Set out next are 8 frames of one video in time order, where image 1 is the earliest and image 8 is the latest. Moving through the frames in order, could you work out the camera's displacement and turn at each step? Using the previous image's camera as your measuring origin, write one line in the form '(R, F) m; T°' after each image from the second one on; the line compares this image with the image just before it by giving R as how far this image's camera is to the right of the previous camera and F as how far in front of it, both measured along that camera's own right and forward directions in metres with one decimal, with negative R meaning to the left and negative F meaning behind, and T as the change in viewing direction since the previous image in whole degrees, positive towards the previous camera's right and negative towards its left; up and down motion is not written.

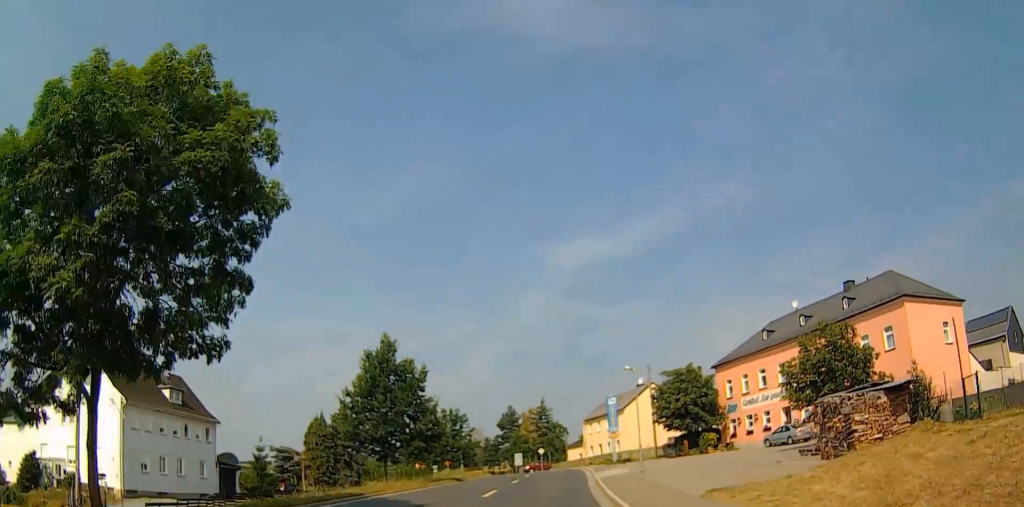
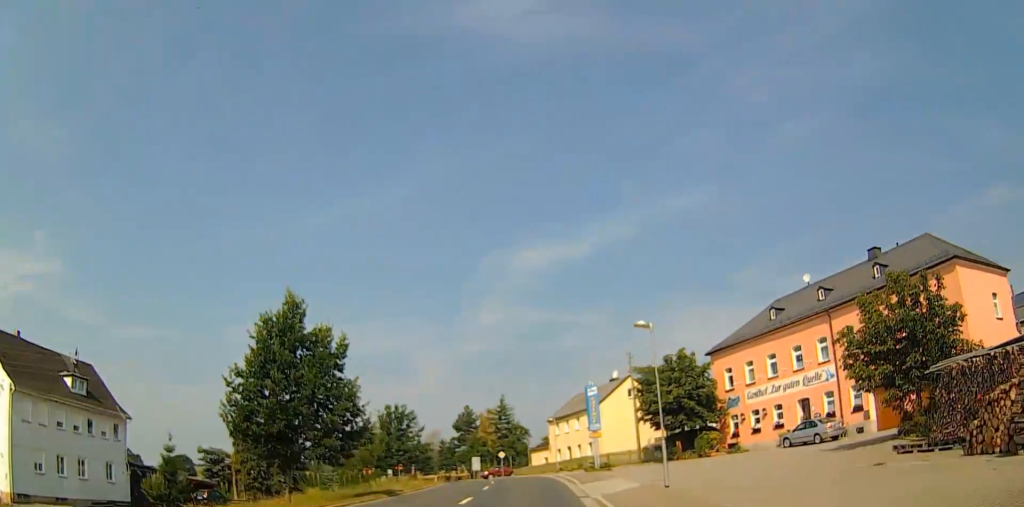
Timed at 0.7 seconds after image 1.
(-0.2, +9.7) m; +5°
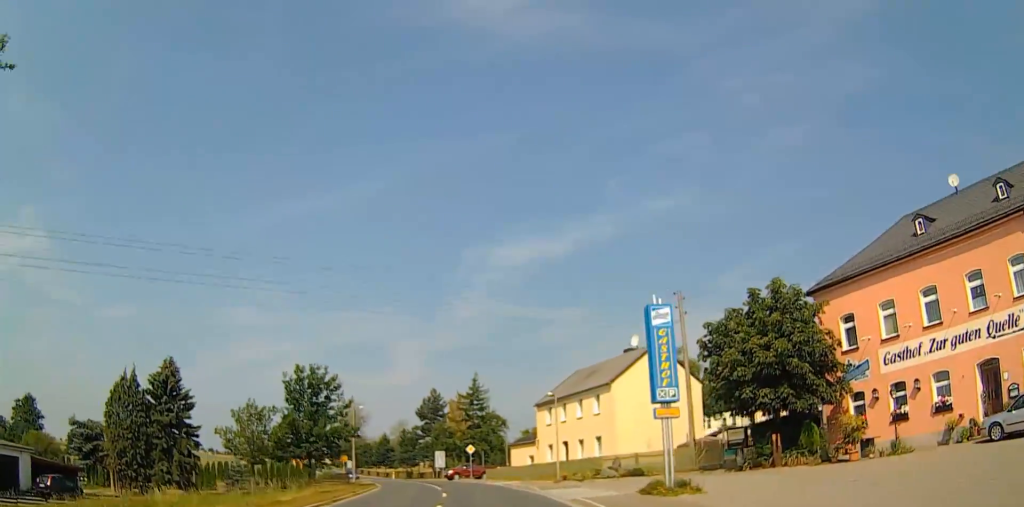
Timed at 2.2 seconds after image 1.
(+2.2, +20.6) m; +7°
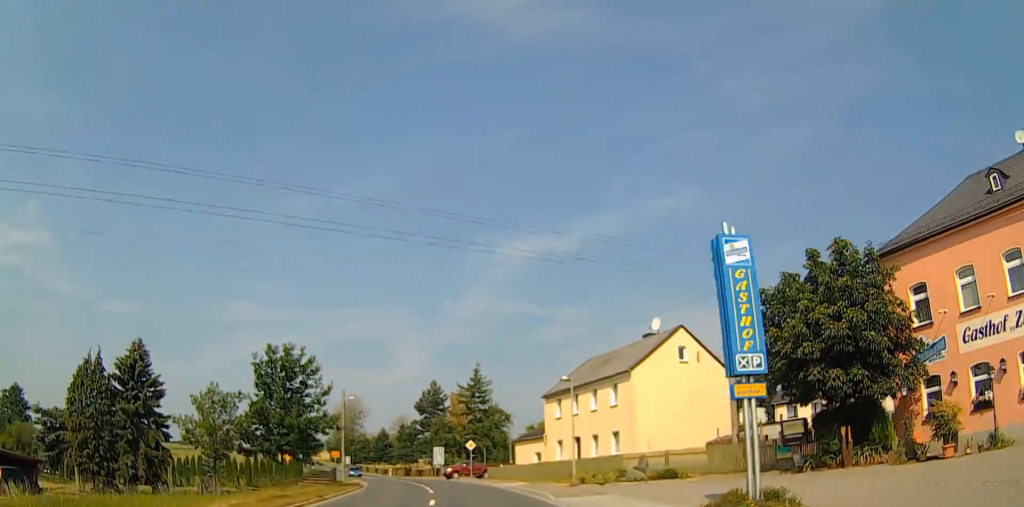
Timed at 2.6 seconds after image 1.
(0.0, +6.0) m; 0°
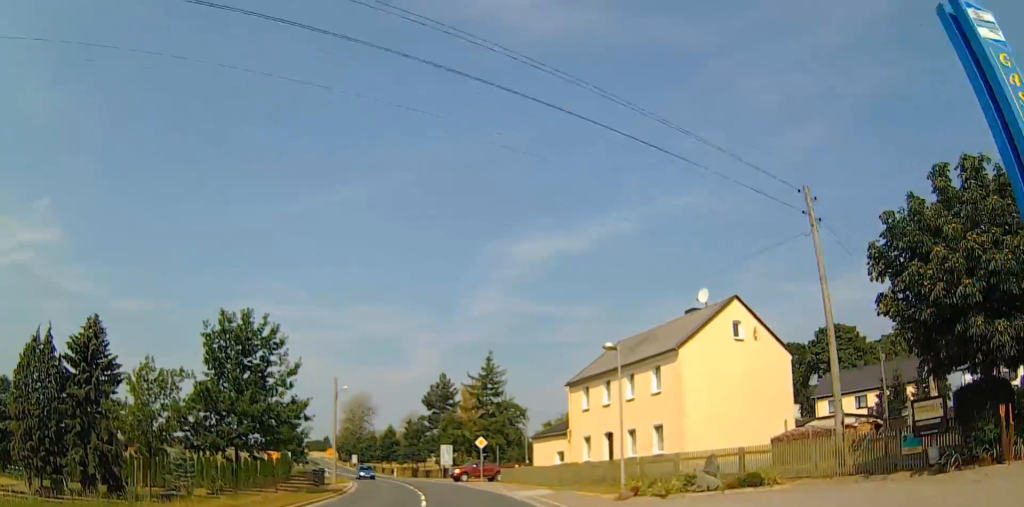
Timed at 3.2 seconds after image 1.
(0.0, +8.2) m; 0°
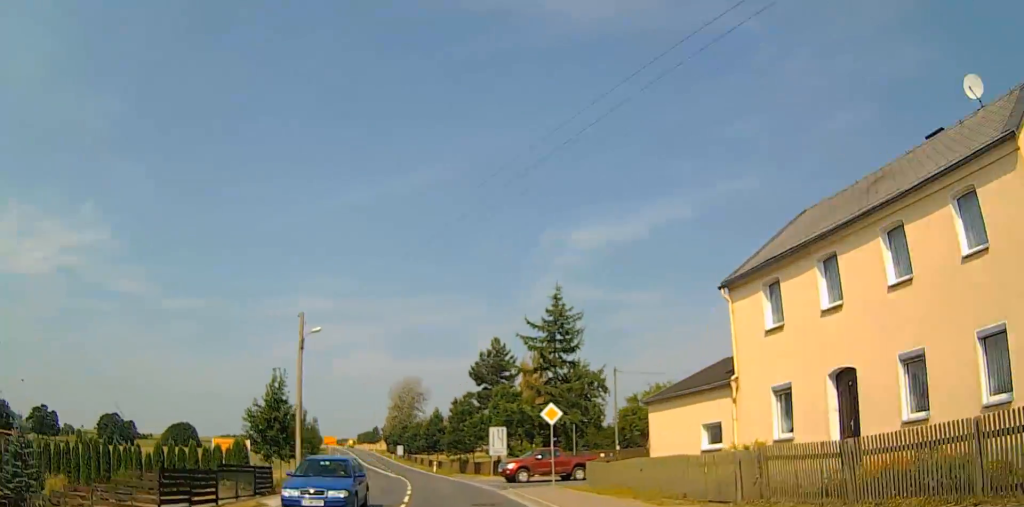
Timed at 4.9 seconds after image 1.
(0.0, +22.1) m; -1°
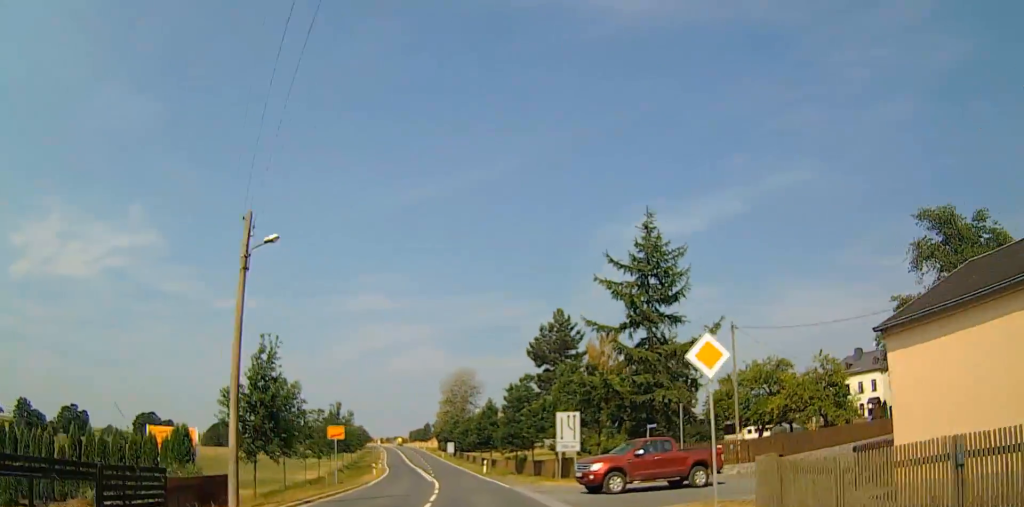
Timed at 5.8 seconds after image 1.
(0.0, +12.7) m; -4°
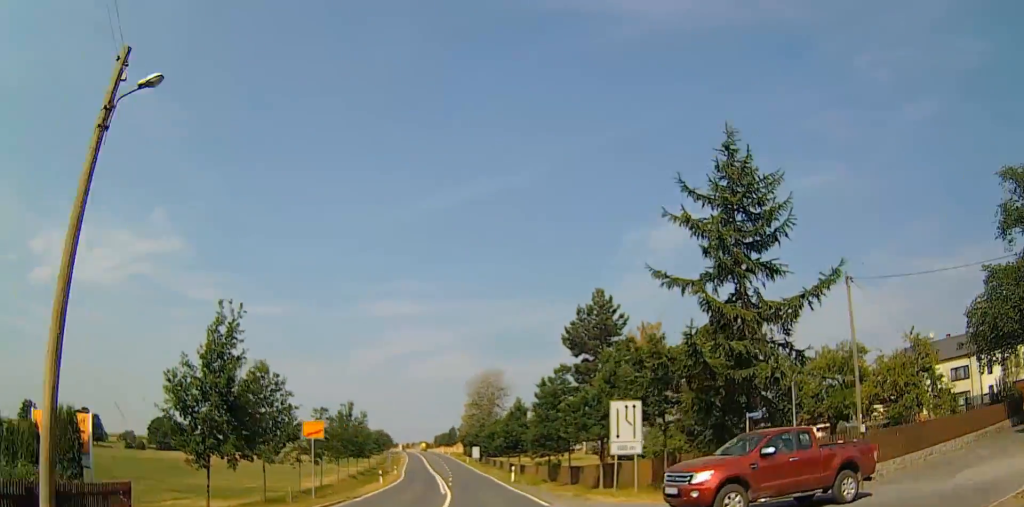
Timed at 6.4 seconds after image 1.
(-0.6, +8.5) m; -3°
